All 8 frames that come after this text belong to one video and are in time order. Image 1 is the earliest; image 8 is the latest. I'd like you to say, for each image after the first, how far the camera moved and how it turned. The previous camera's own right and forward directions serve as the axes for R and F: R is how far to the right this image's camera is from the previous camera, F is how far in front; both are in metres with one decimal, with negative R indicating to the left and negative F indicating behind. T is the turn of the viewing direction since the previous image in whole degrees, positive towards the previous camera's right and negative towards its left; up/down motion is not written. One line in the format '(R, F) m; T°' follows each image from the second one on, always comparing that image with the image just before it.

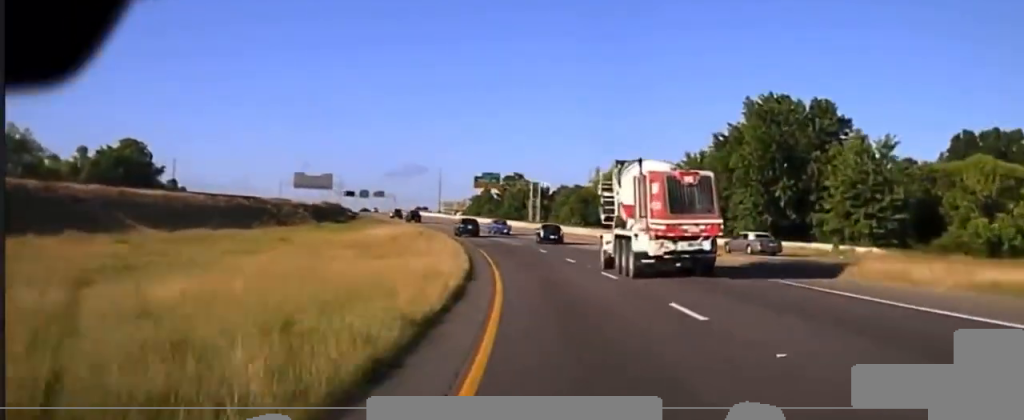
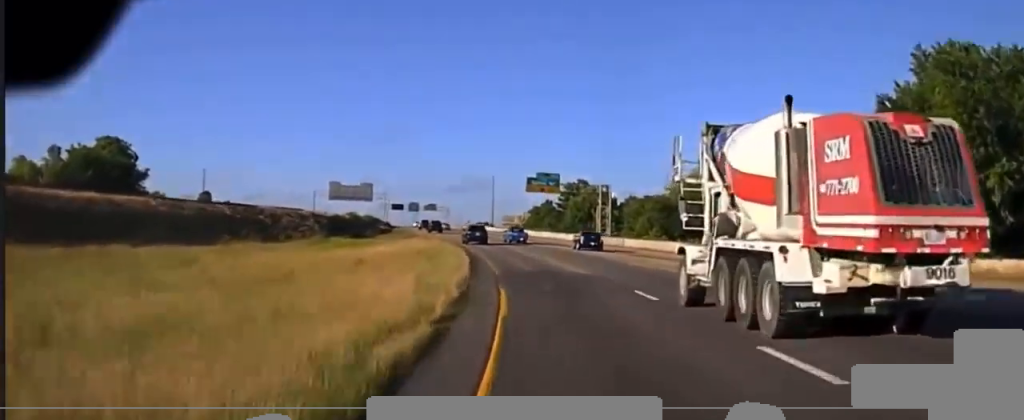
(-1.1, +29.5) m; -5°
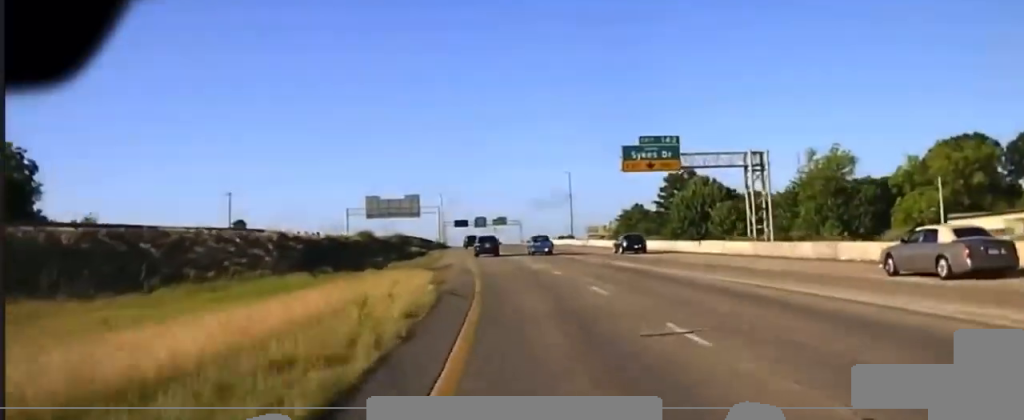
(-2.7, +46.2) m; -6°
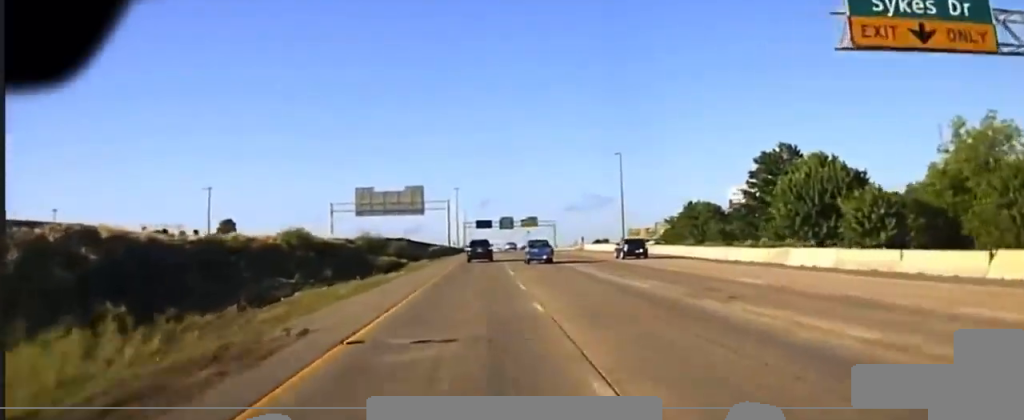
(-1.5, +40.1) m; -4°
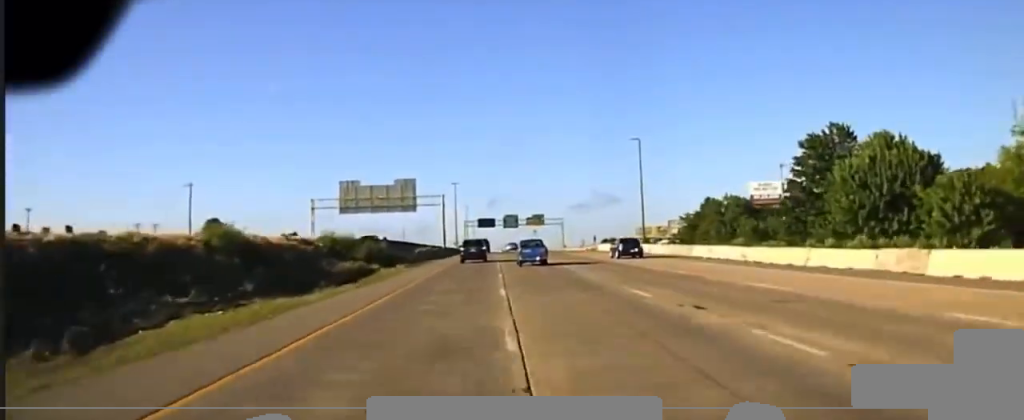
(-0.5, +15.7) m; -1°
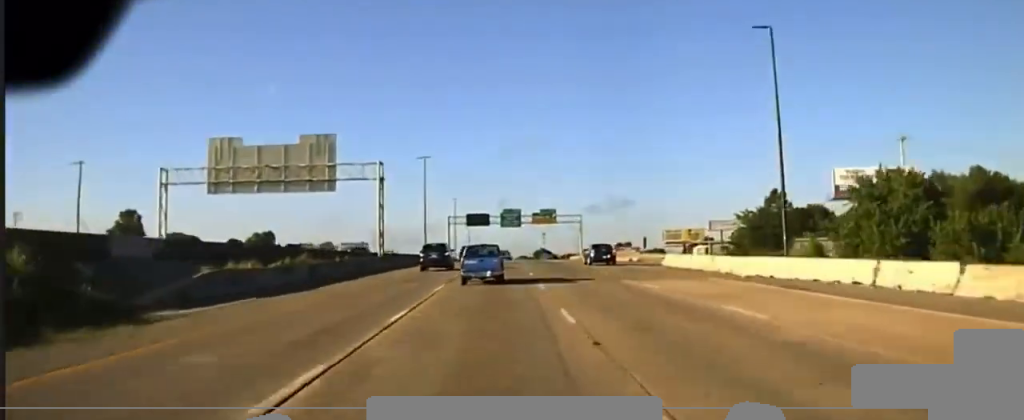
(-0.4, +54.0) m; -1°
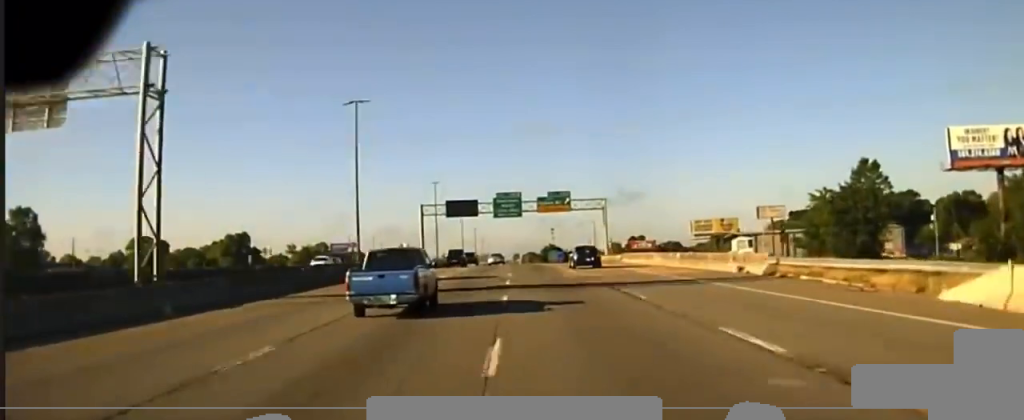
(-0.4, +42.7) m; -1°
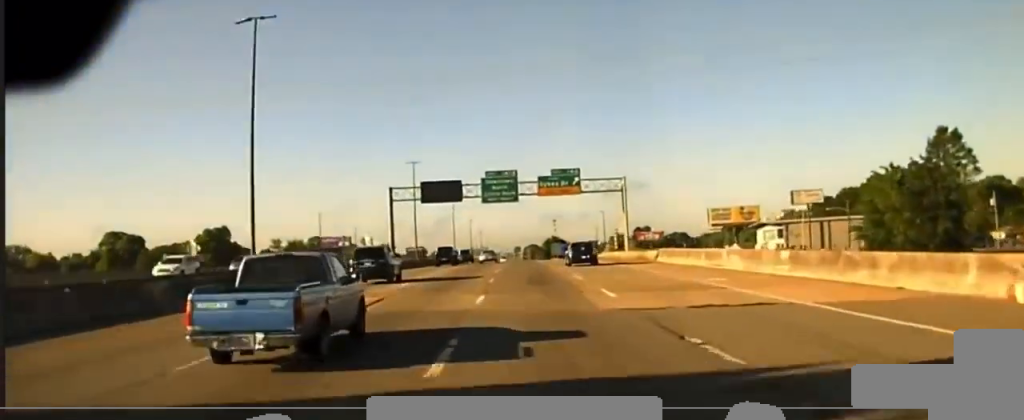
(0.0, +24.1) m; 0°
